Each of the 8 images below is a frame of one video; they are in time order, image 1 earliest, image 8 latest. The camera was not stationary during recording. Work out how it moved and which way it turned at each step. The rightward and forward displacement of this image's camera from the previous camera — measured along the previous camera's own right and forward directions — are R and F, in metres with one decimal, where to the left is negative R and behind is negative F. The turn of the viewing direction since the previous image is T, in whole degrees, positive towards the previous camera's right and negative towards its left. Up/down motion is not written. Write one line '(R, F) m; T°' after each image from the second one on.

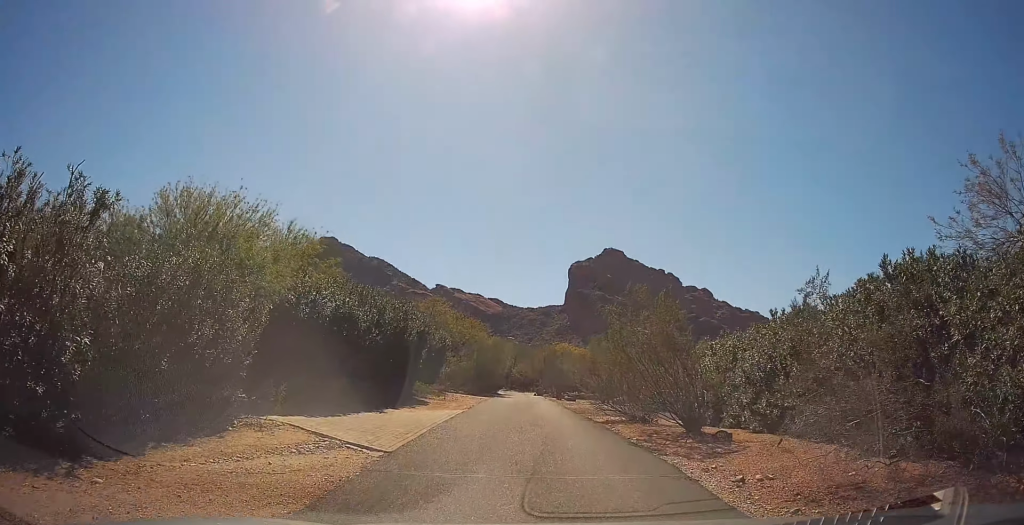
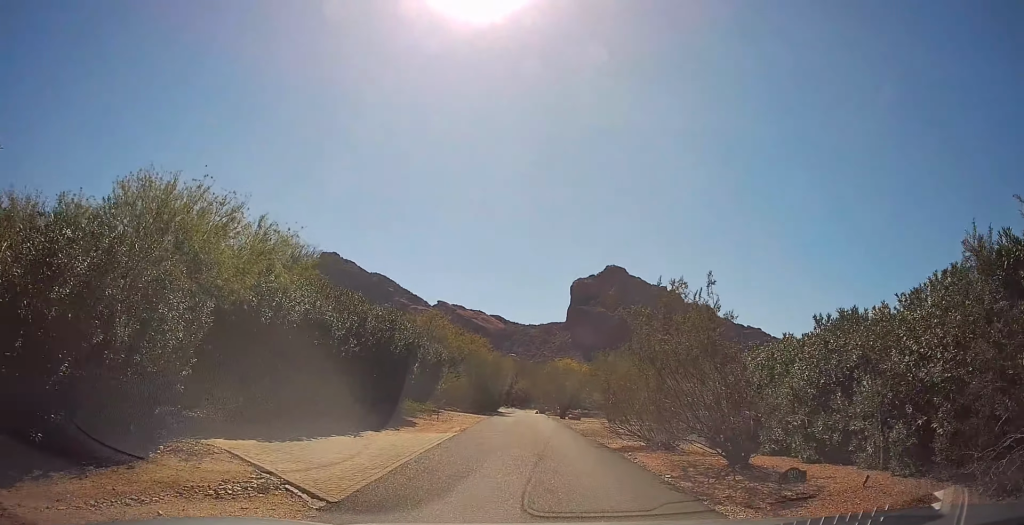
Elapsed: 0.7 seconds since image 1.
(0.0, +3.1) m; 0°
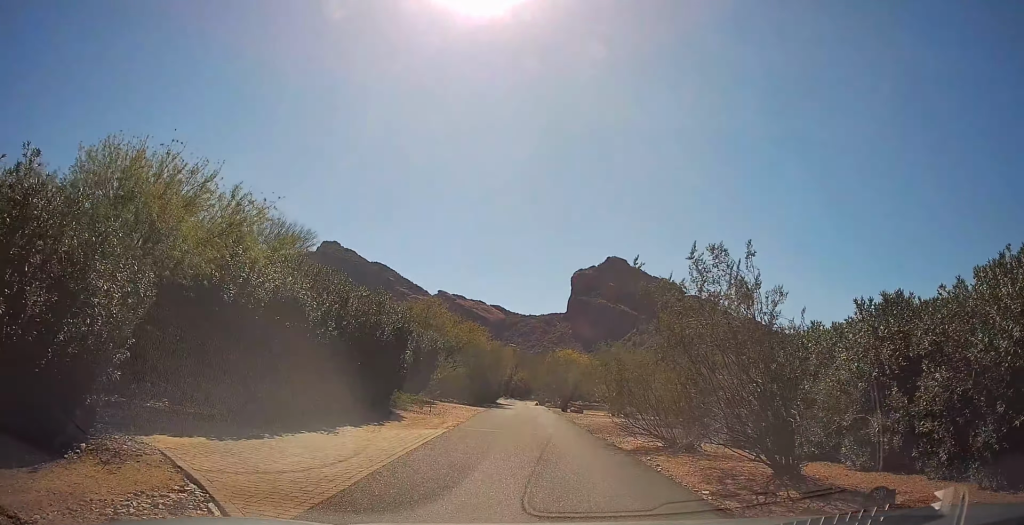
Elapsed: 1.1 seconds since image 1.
(0.0, +2.1) m; 0°
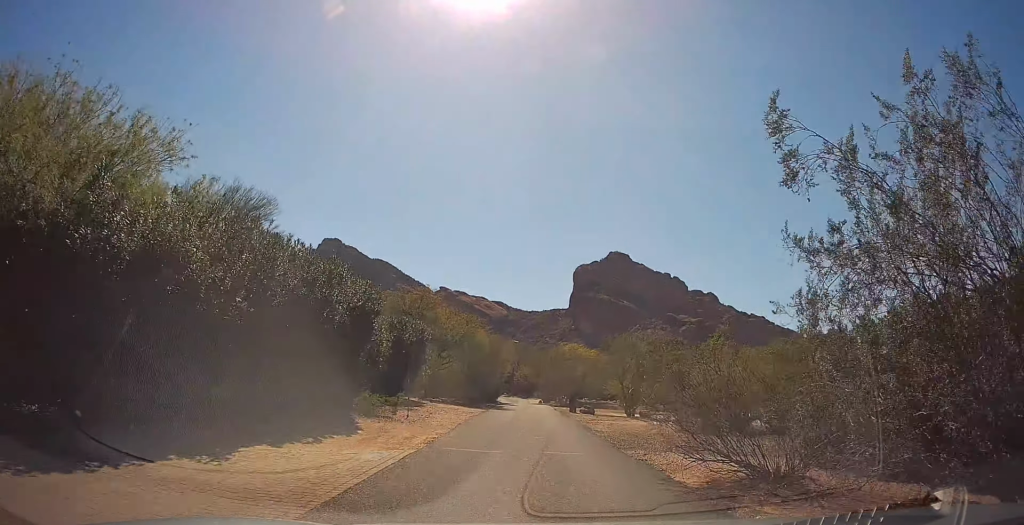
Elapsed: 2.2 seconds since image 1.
(-0.1, +4.9) m; -3°
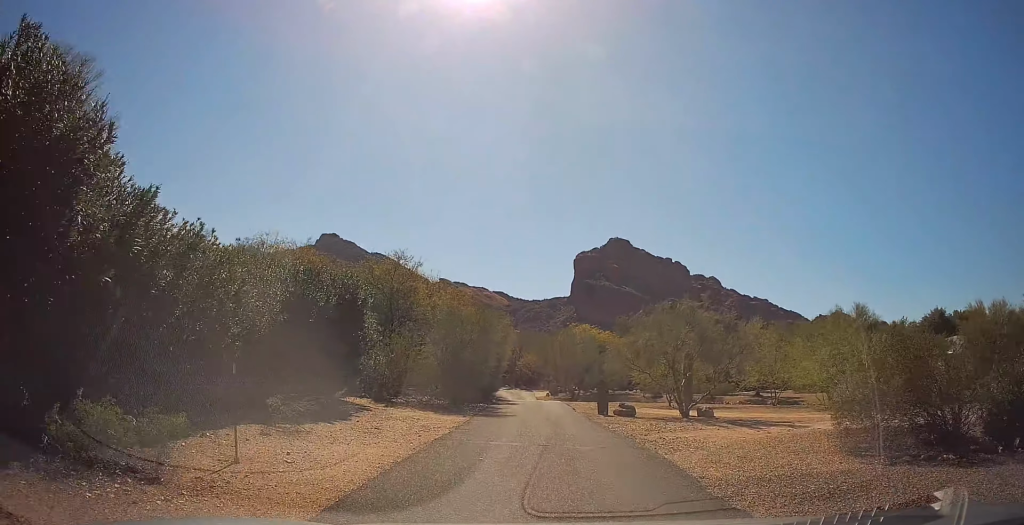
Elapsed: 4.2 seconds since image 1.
(0.0, +11.6) m; +3°
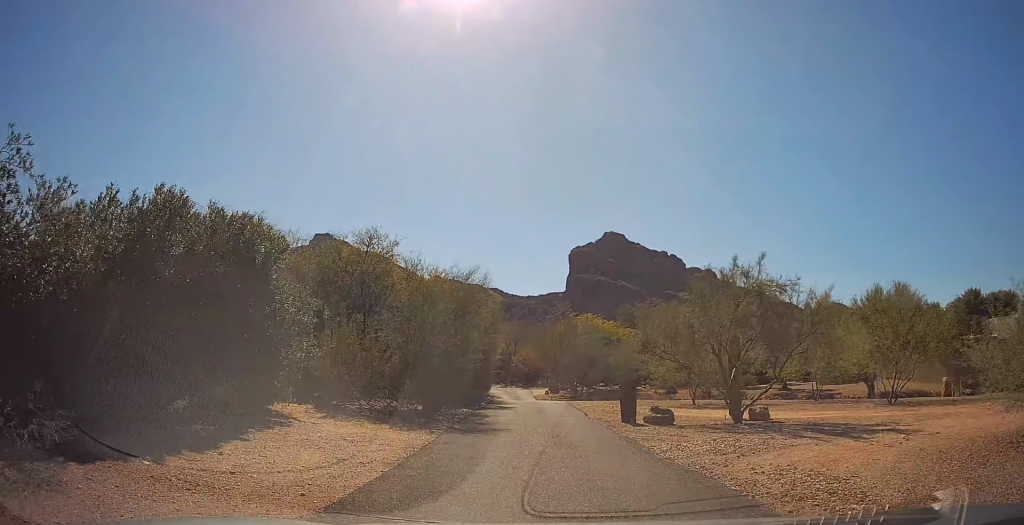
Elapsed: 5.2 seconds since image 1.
(+0.1, +7.3) m; +3°
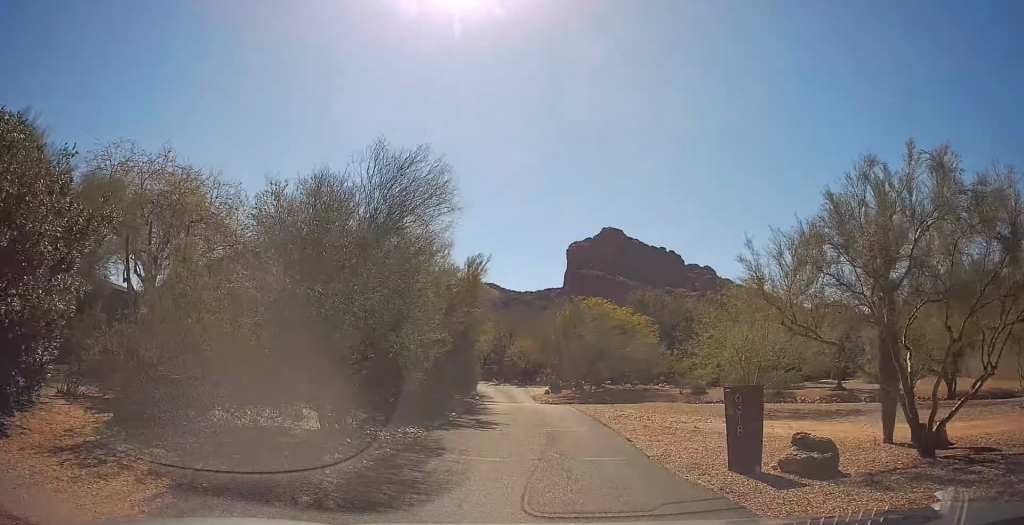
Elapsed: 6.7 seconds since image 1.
(+0.4, +10.9) m; +1°
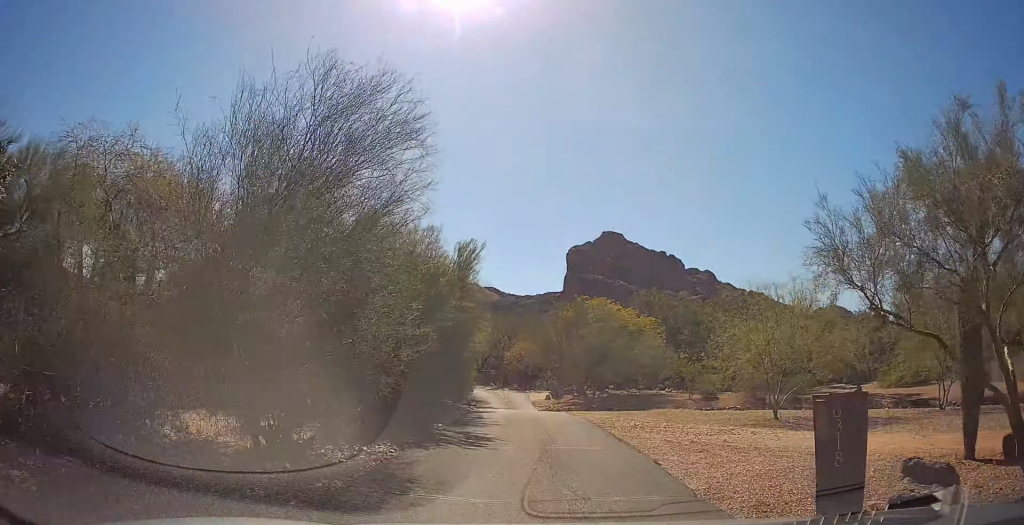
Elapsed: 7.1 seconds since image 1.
(-0.1, +3.1) m; -1°
